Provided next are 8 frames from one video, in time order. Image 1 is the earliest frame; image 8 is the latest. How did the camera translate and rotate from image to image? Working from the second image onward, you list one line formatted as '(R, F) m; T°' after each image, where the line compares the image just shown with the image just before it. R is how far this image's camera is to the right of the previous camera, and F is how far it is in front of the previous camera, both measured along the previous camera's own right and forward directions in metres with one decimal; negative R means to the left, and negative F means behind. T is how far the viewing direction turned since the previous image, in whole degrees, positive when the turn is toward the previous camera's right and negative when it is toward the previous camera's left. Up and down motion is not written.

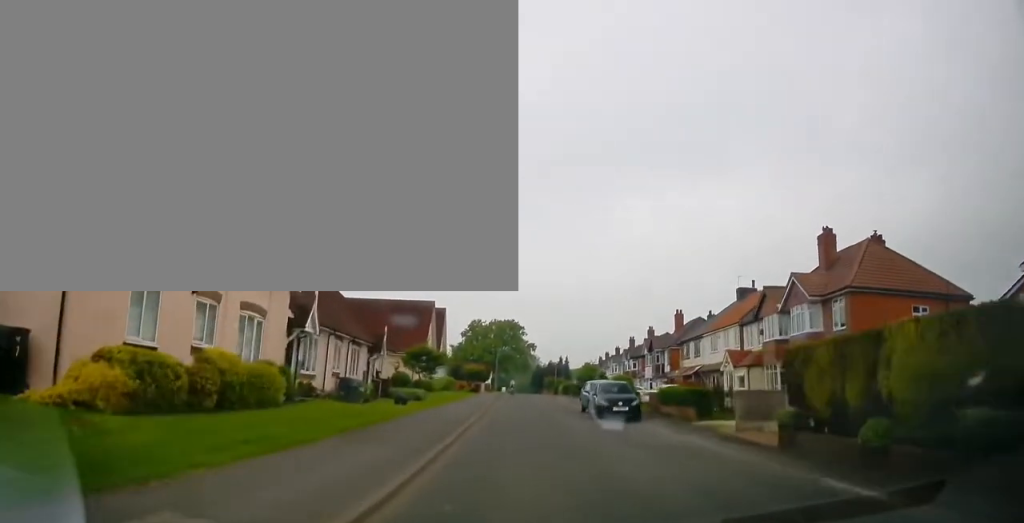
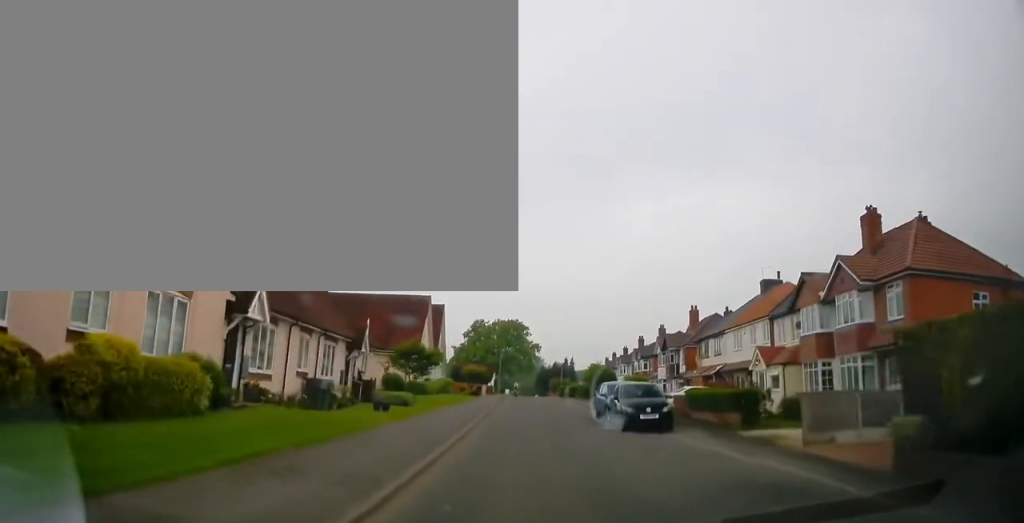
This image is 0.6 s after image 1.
(+0.2, +4.3) m; +2°
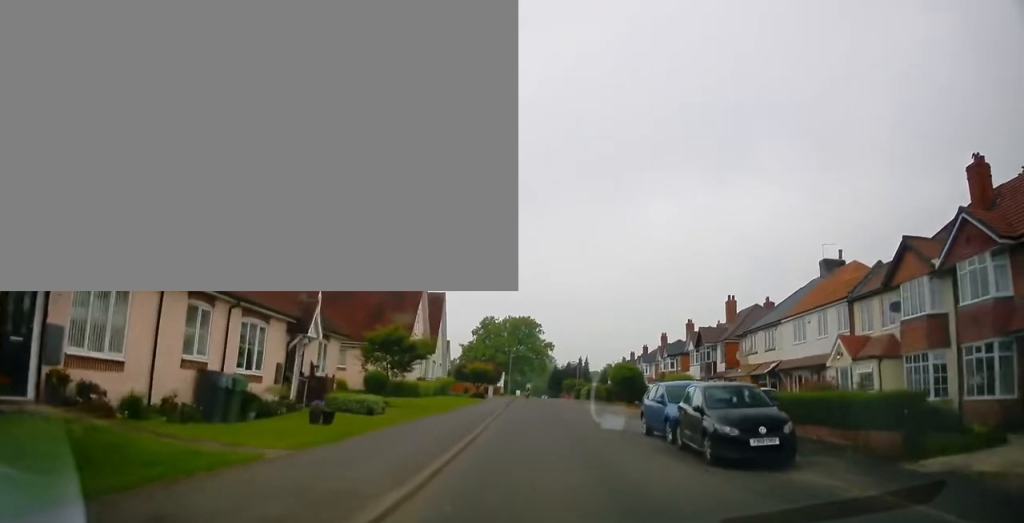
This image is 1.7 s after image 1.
(+0.2, +8.1) m; +1°
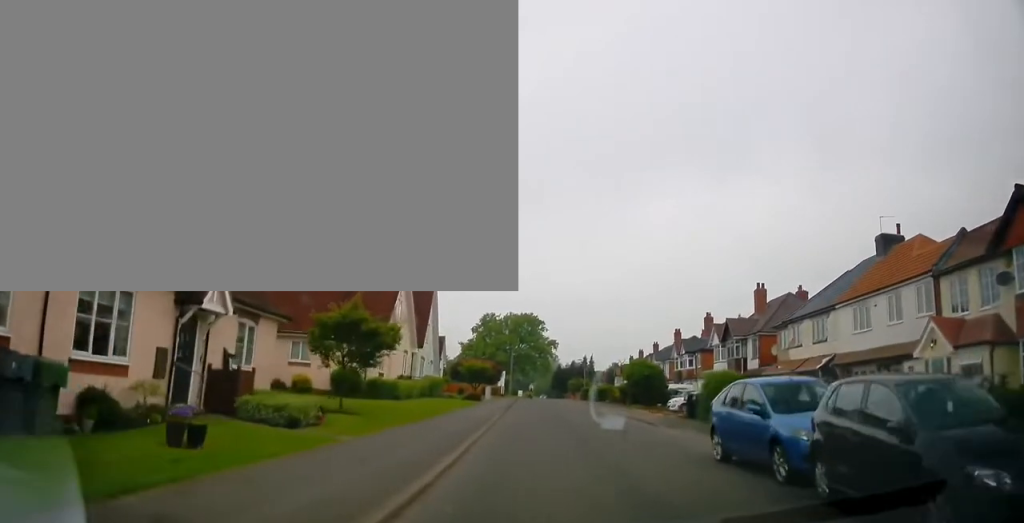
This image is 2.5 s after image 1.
(0.0, +6.2) m; -3°
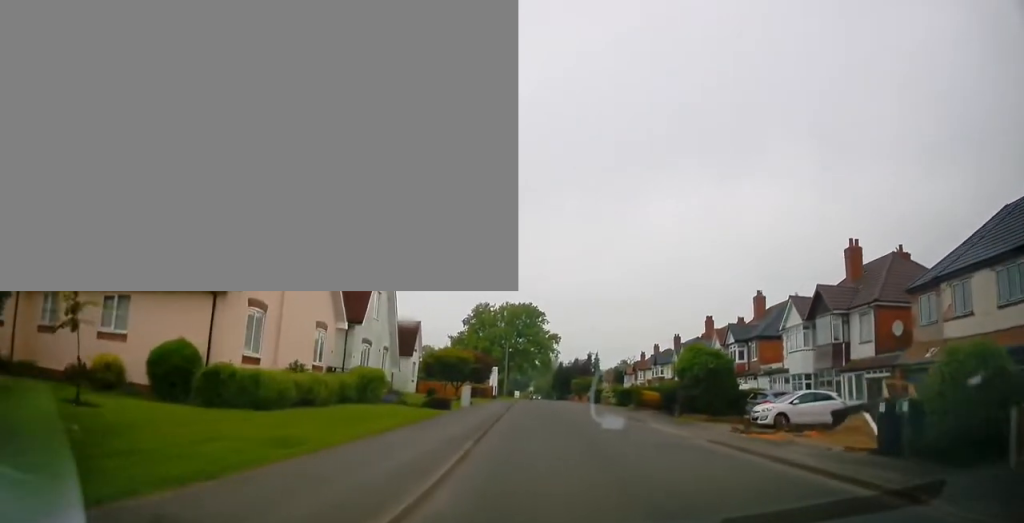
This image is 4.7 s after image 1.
(-0.4, +14.7) m; -2°
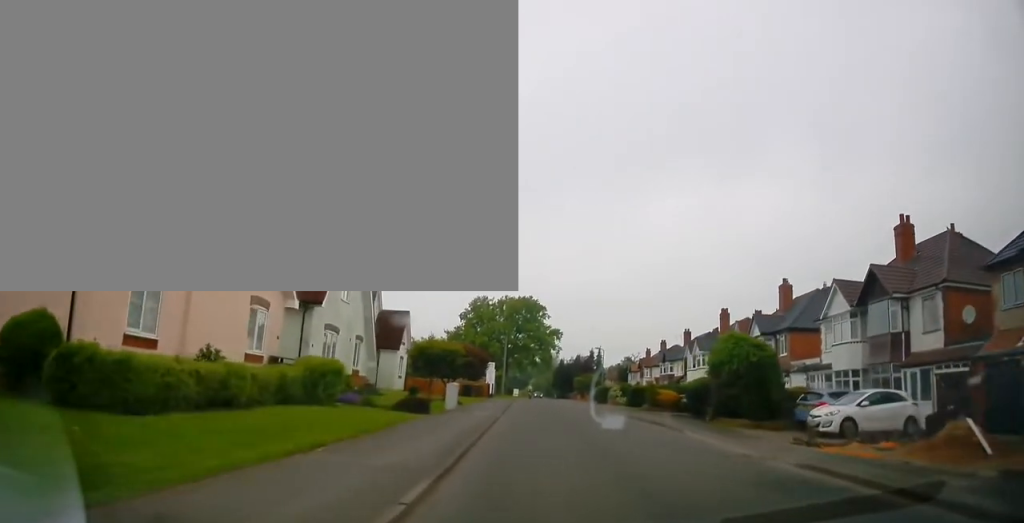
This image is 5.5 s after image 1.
(-0.2, +5.2) m; +2°
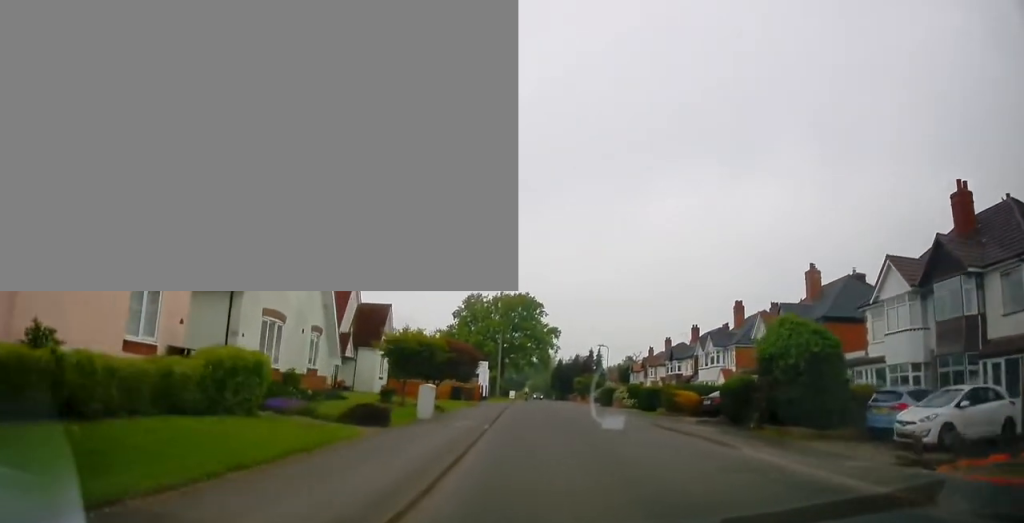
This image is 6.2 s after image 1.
(0.0, +4.8) m; +3°
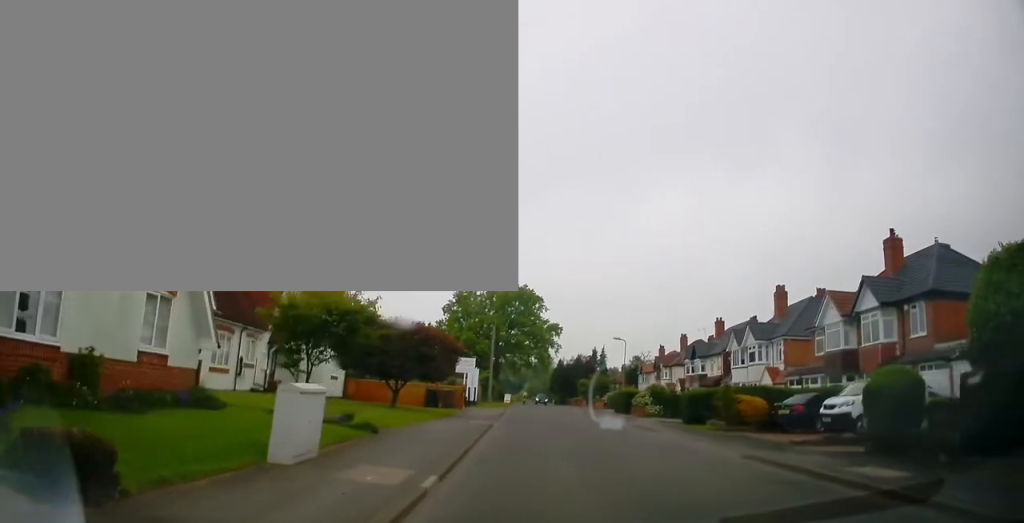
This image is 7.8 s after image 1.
(+0.4, +9.8) m; -6°
